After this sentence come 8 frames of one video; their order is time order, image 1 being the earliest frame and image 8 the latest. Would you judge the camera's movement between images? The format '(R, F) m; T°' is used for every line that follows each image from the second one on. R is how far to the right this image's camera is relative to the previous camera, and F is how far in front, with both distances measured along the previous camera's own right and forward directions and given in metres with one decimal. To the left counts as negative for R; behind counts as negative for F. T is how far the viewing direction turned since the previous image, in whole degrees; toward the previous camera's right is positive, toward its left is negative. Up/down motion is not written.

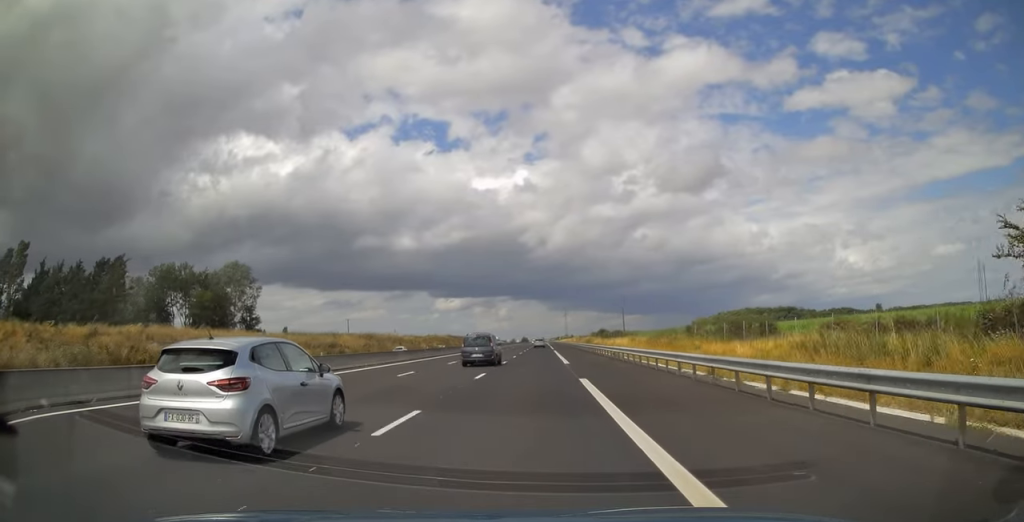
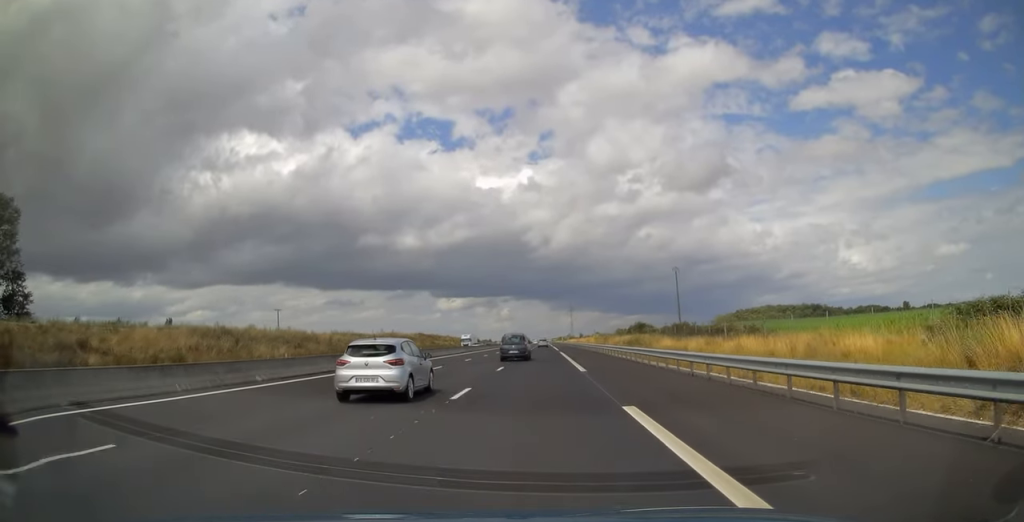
(-0.4, +60.3) m; -1°
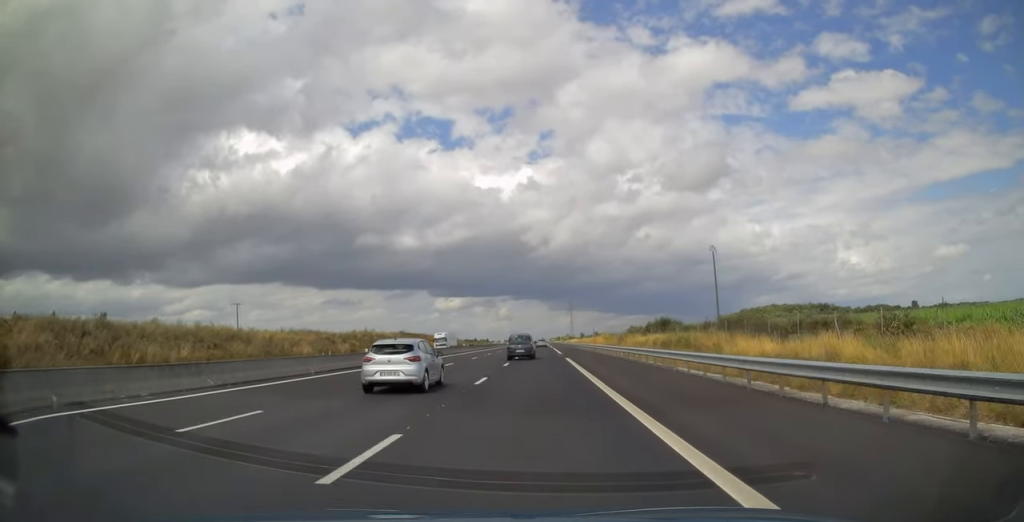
(-0.1, +21.6) m; 0°
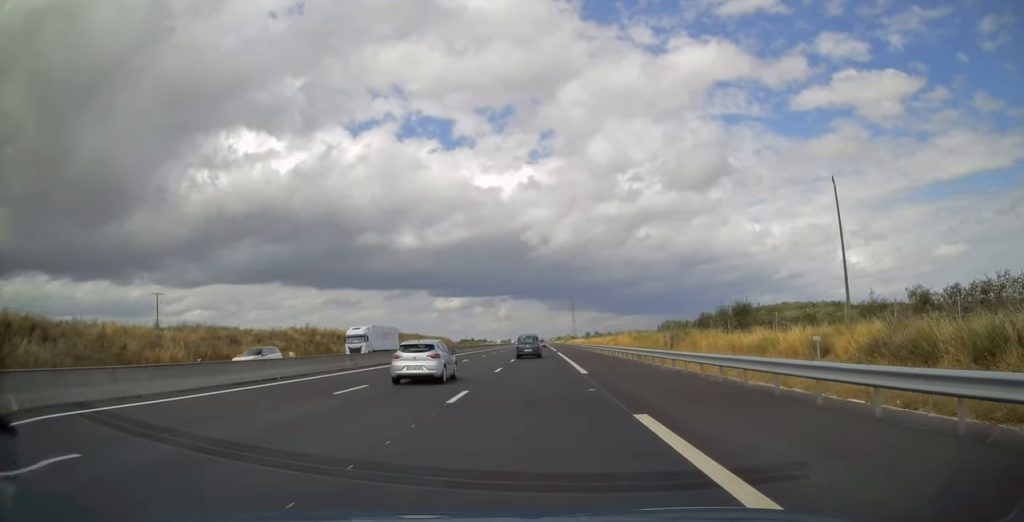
(+0.2, +31.8) m; 0°
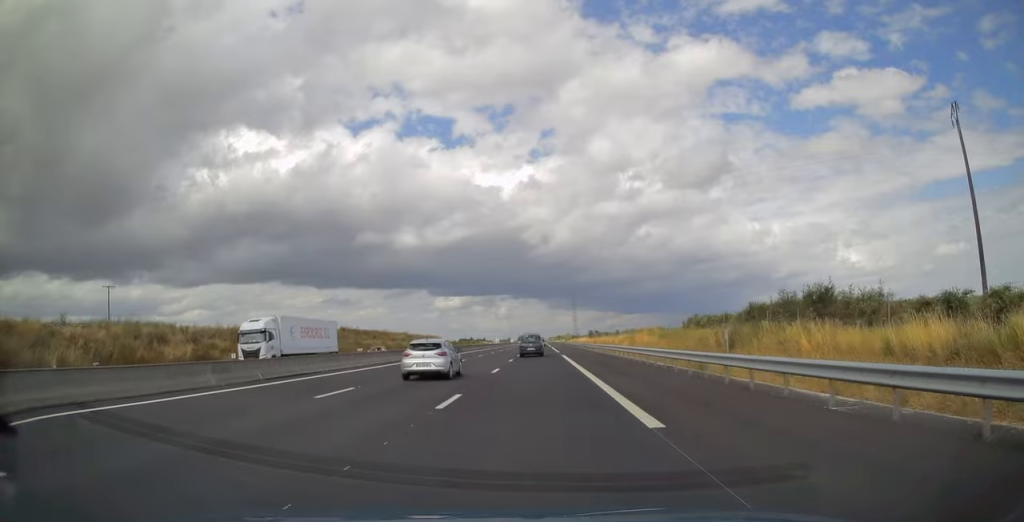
(0.0, +14.6) m; 0°
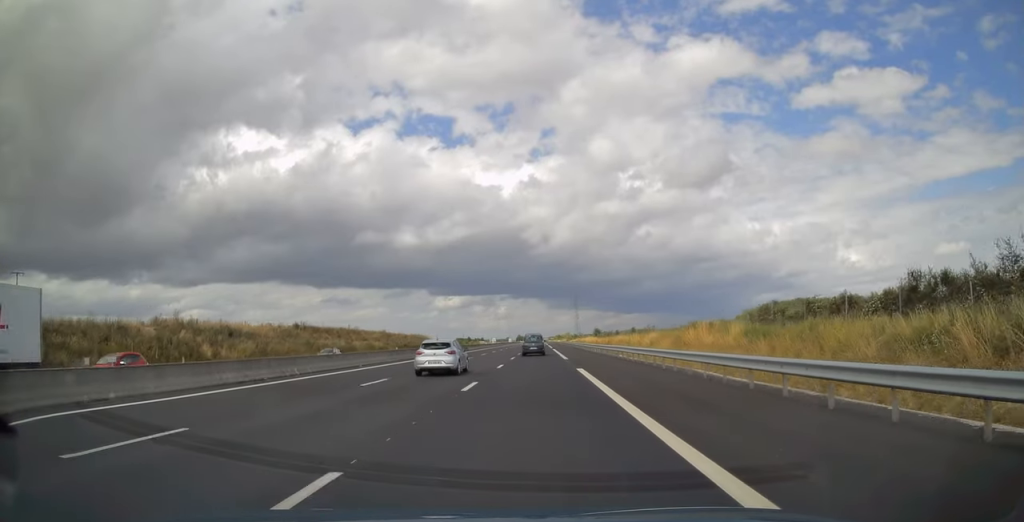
(0.0, +22.1) m; 0°
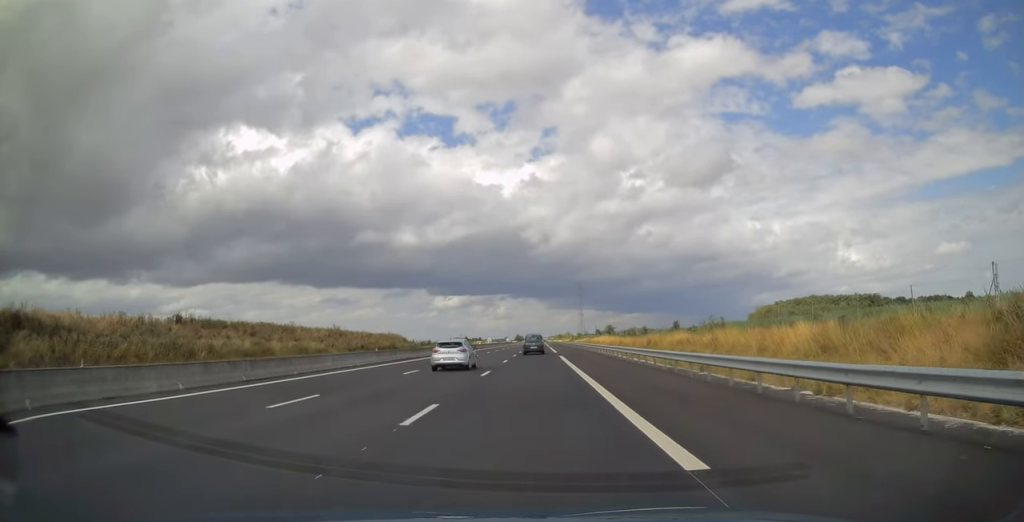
(0.0, +32.9) m; 0°
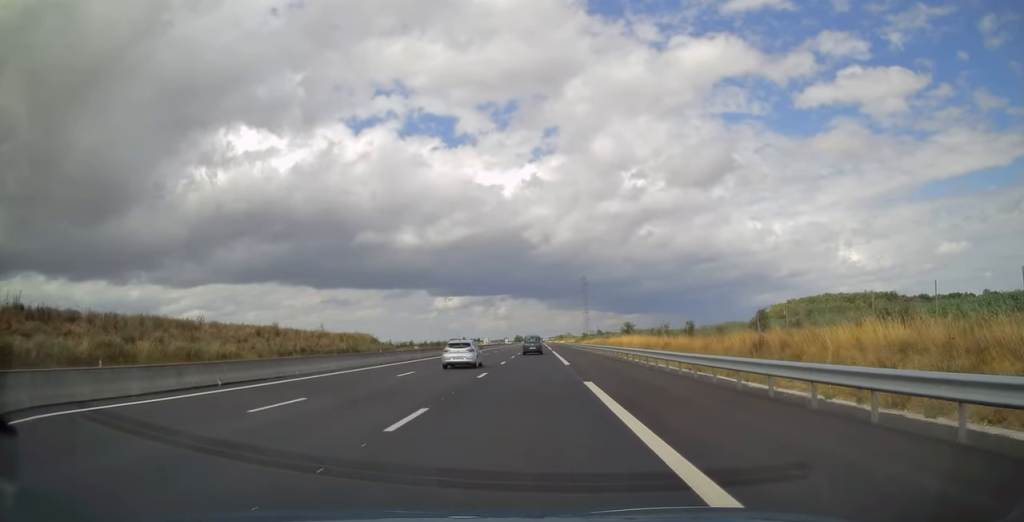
(-0.1, +27.0) m; 0°
